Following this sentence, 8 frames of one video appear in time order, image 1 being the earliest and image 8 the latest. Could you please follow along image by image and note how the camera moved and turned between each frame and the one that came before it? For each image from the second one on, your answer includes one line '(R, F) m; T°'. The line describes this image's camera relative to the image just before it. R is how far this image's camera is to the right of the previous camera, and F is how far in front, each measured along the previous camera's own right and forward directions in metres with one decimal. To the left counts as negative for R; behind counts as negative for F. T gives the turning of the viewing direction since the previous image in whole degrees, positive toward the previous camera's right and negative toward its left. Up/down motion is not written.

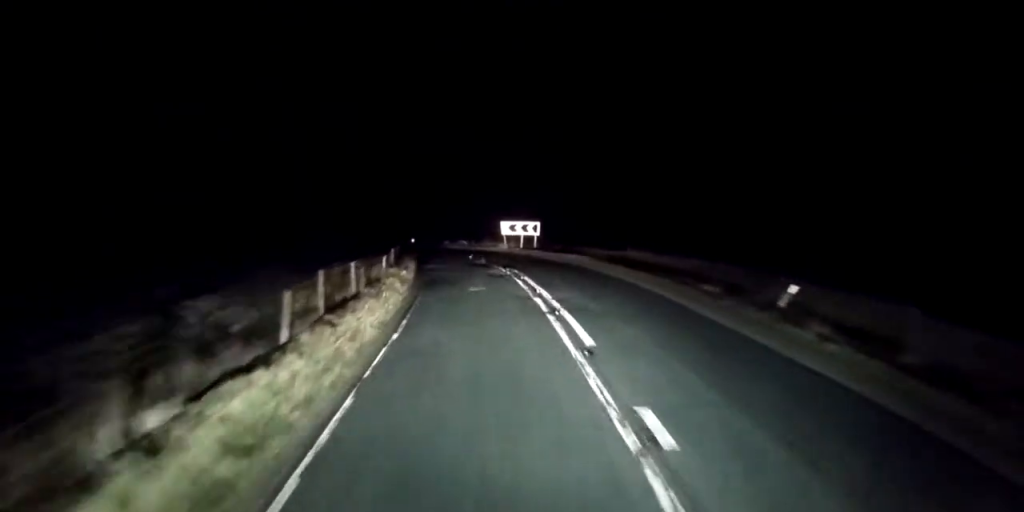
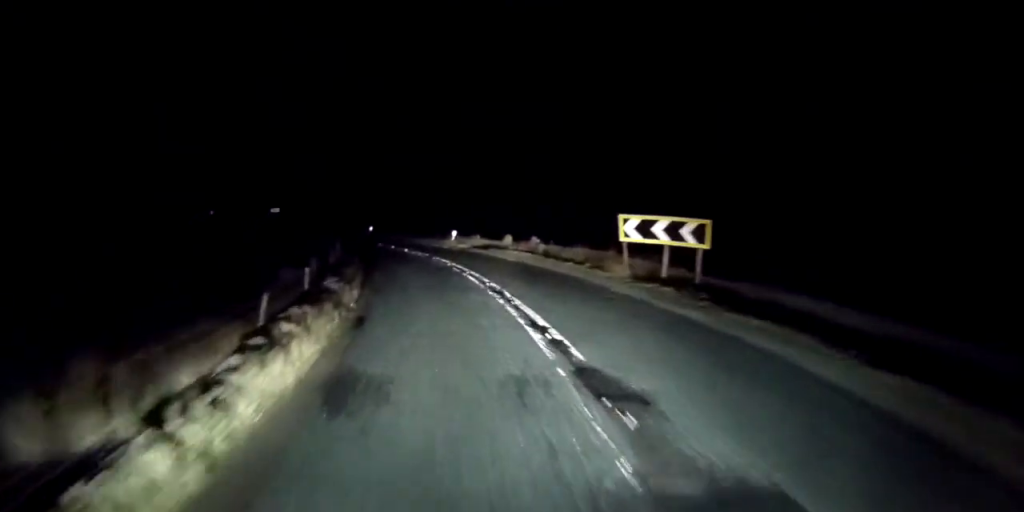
(-1.6, +25.8) m; -9°
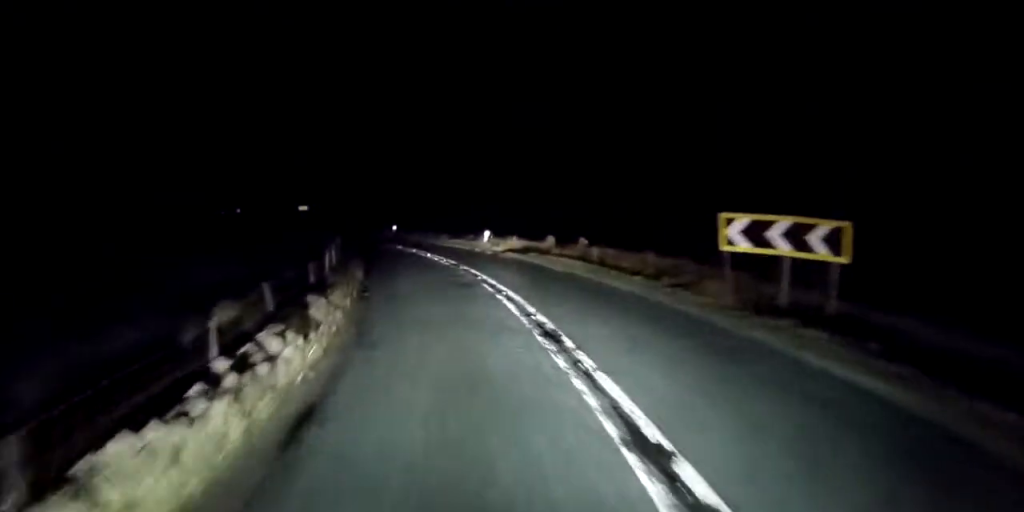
(-0.1, +6.4) m; -3°
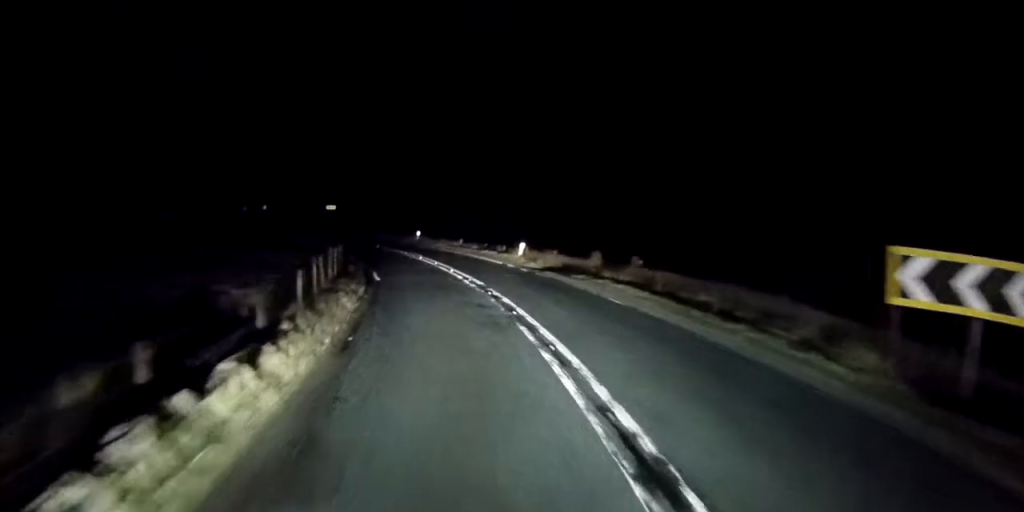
(-0.1, +5.6) m; -5°
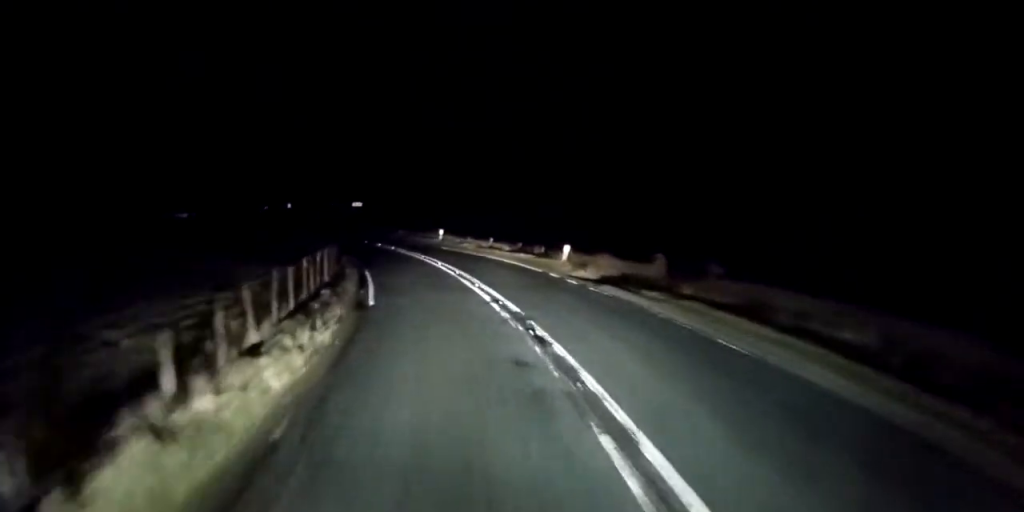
(0.0, +6.7) m; -5°
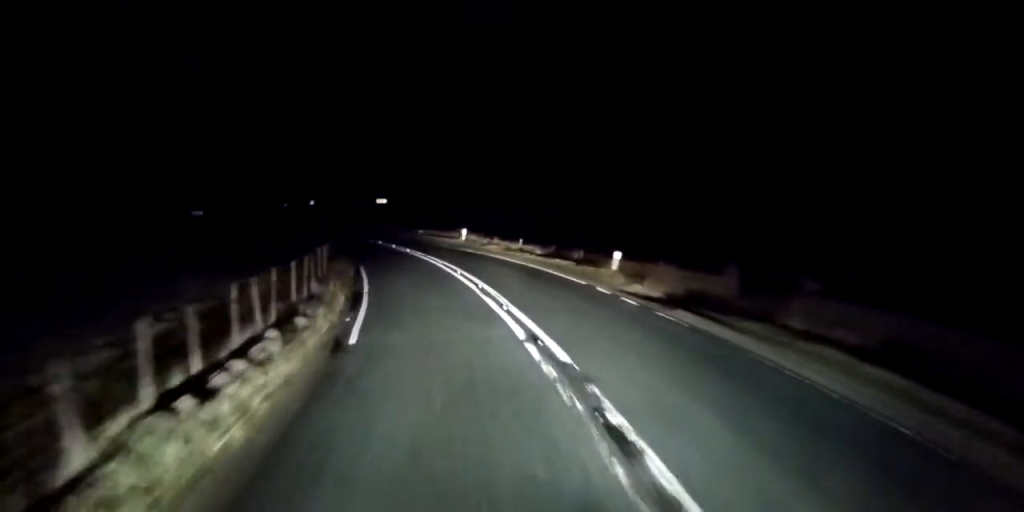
(-0.6, +5.1) m; -3°
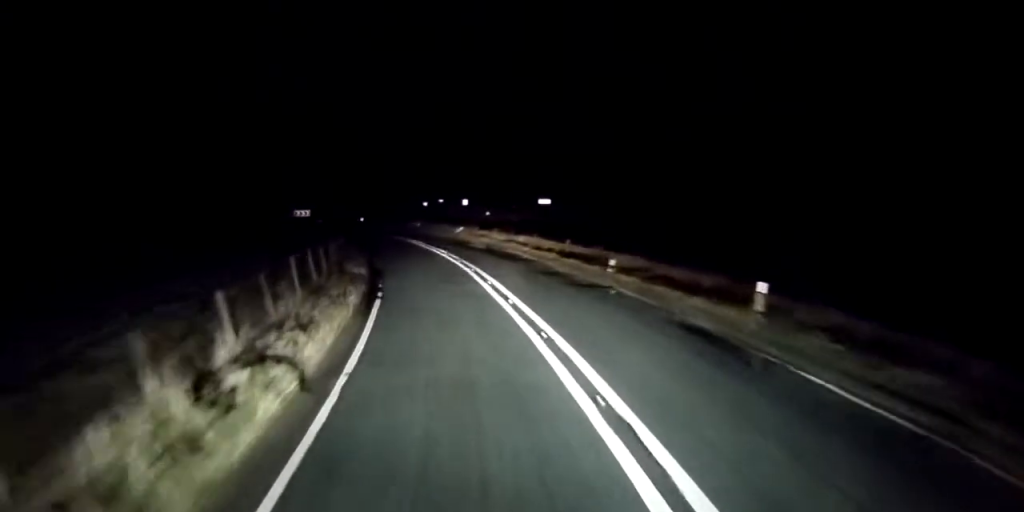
(-1.7, +26.8) m; -4°
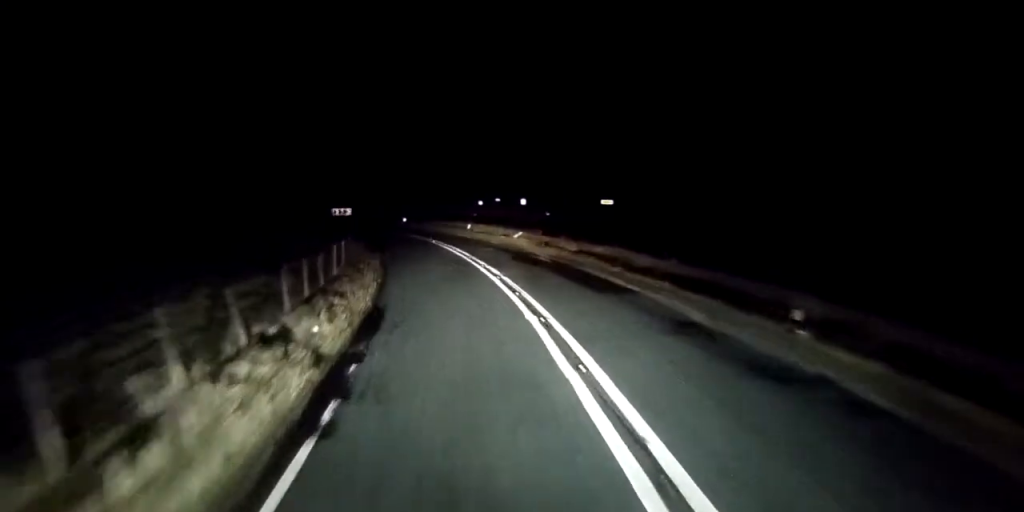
(0.0, +10.3) m; -2°
